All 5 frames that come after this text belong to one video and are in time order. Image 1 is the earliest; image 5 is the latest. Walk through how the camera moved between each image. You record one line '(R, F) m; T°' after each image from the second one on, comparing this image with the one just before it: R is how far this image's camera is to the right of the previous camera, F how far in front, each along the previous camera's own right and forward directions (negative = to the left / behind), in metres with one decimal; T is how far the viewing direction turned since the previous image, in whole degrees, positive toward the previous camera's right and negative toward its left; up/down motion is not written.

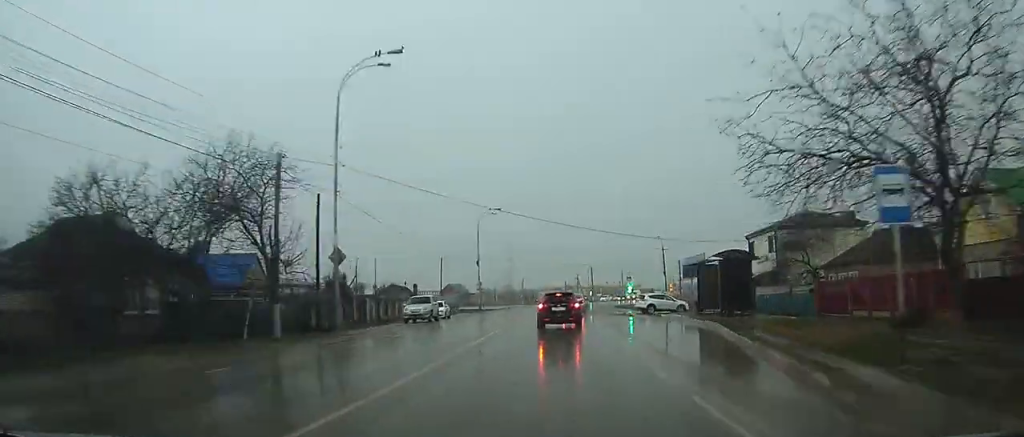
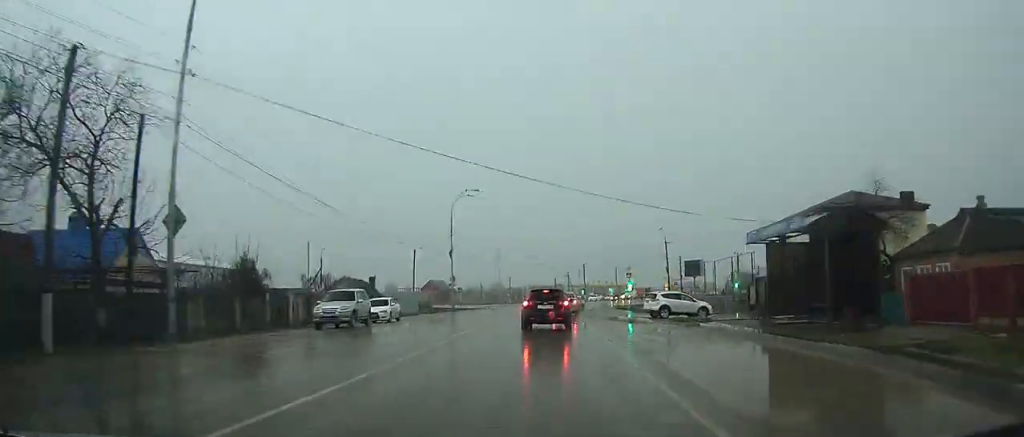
(+0.1, +10.4) m; 0°
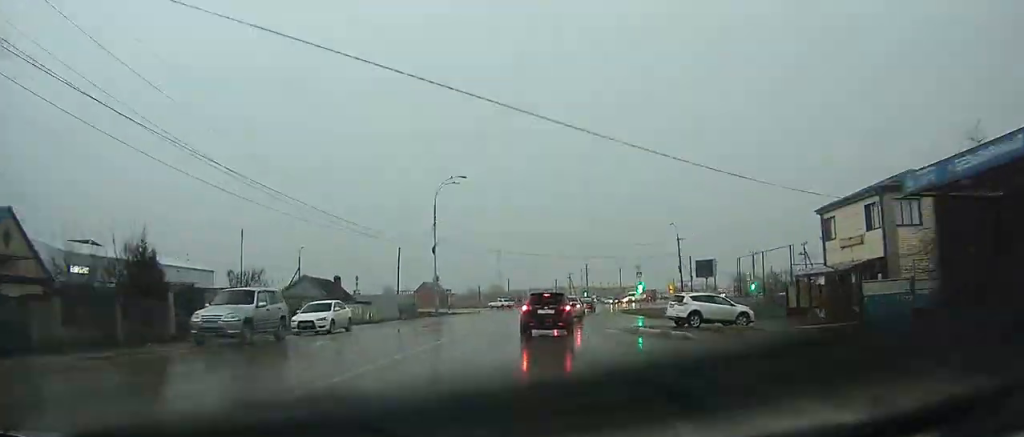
(+0.1, +10.4) m; 0°
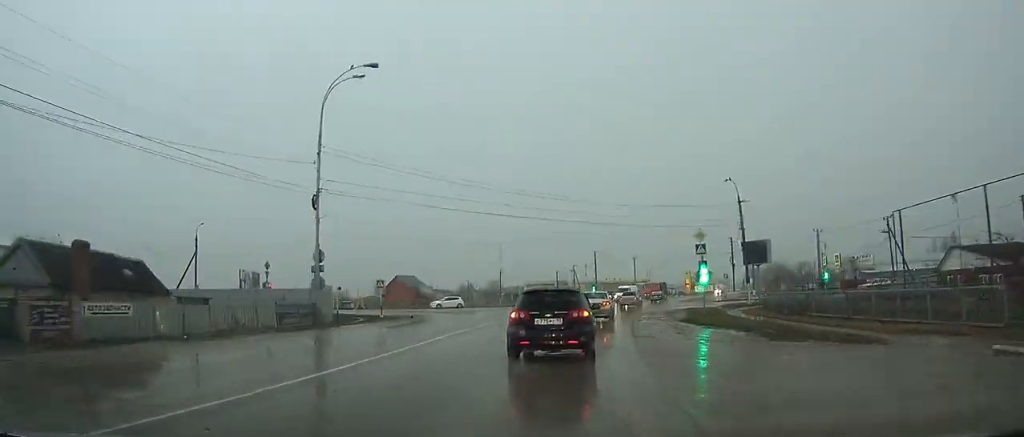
(0.0, +30.6) m; +3°
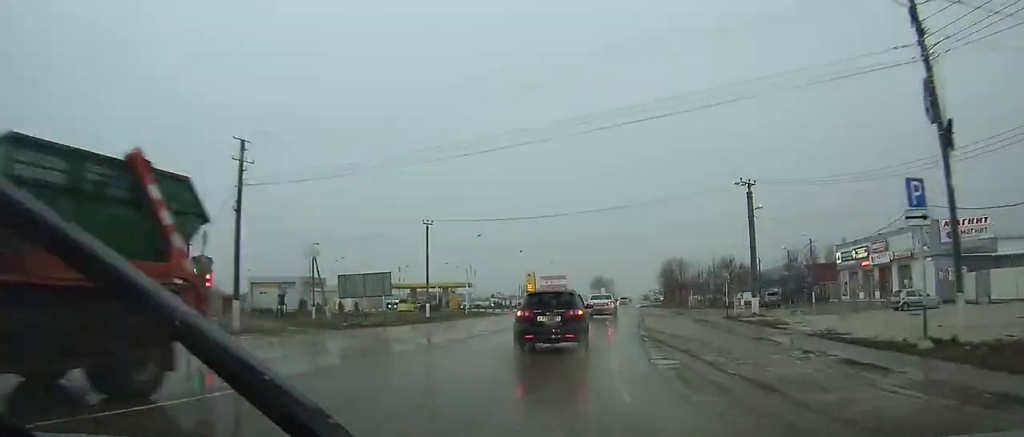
(+11.2, +76.9) m; +16°
